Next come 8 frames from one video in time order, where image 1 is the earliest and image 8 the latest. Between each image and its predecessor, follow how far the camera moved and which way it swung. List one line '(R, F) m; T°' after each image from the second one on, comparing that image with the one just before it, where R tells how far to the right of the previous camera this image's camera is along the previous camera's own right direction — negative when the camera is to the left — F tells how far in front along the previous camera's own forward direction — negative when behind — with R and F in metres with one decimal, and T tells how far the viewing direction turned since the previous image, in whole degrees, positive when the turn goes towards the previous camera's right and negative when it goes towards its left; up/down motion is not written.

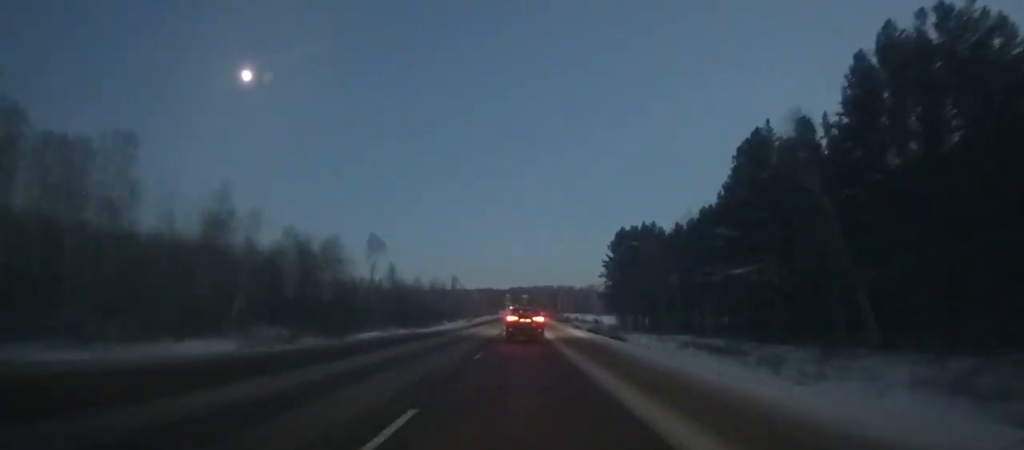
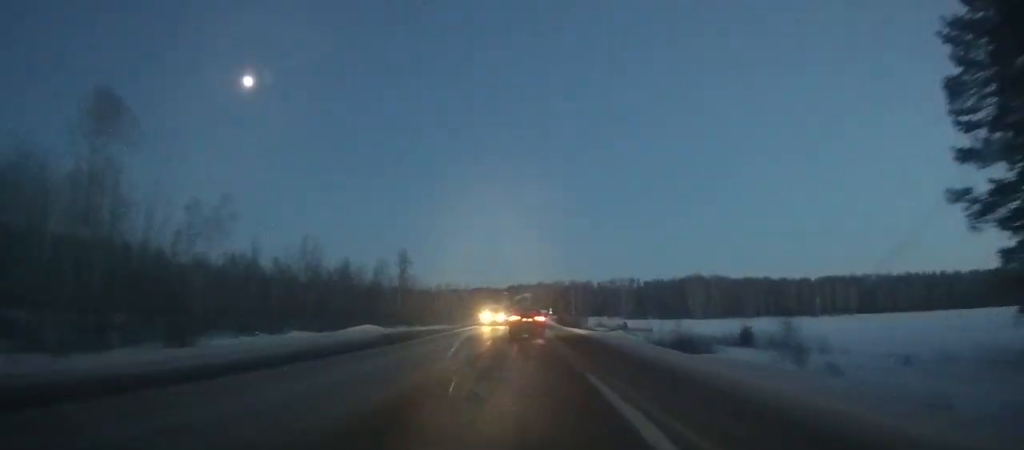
(+0.6, +125.6) m; 0°
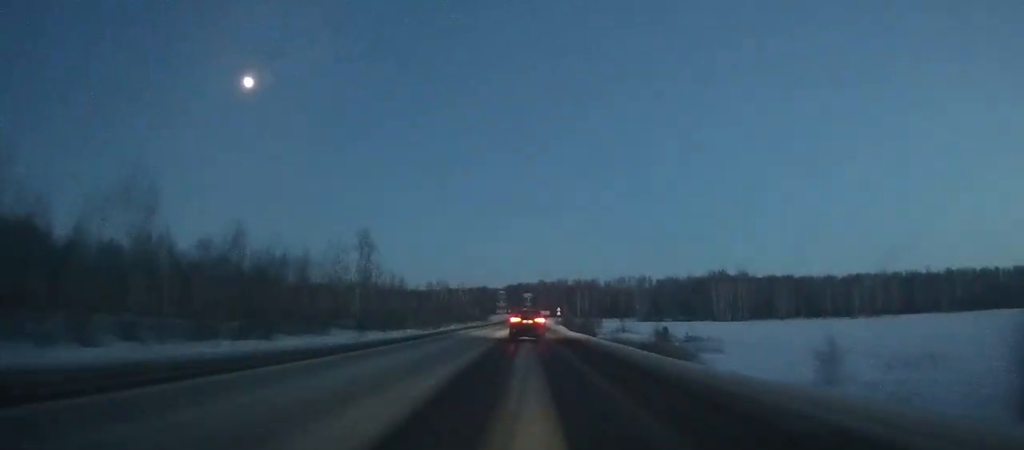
(-0.2, +40.6) m; 0°
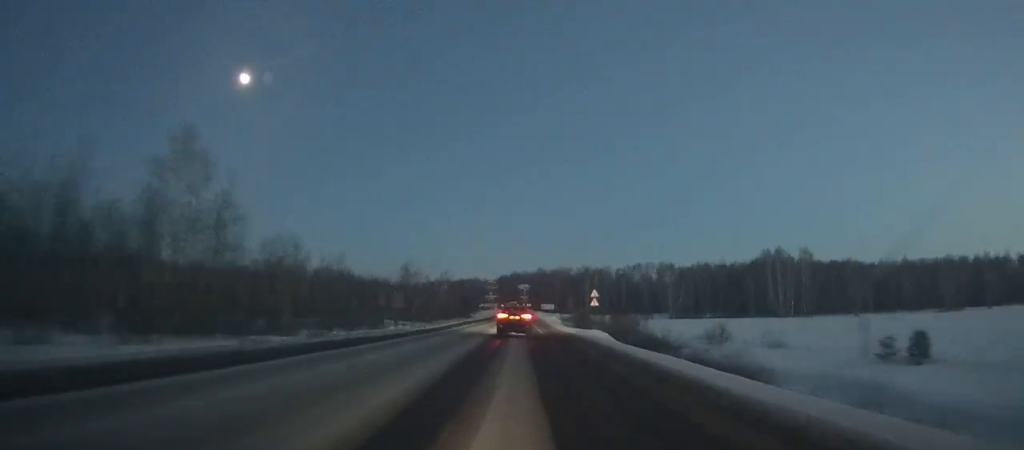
(0.0, +67.8) m; 0°
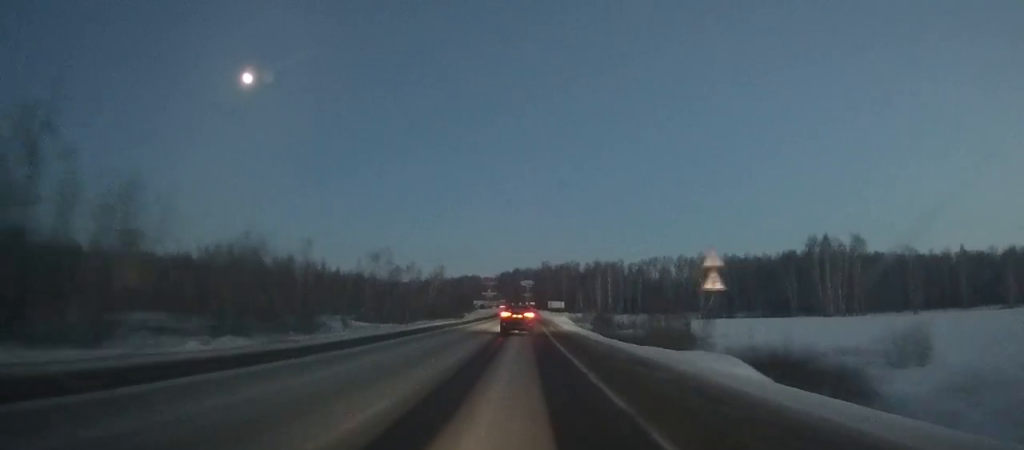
(0.0, +33.3) m; 0°
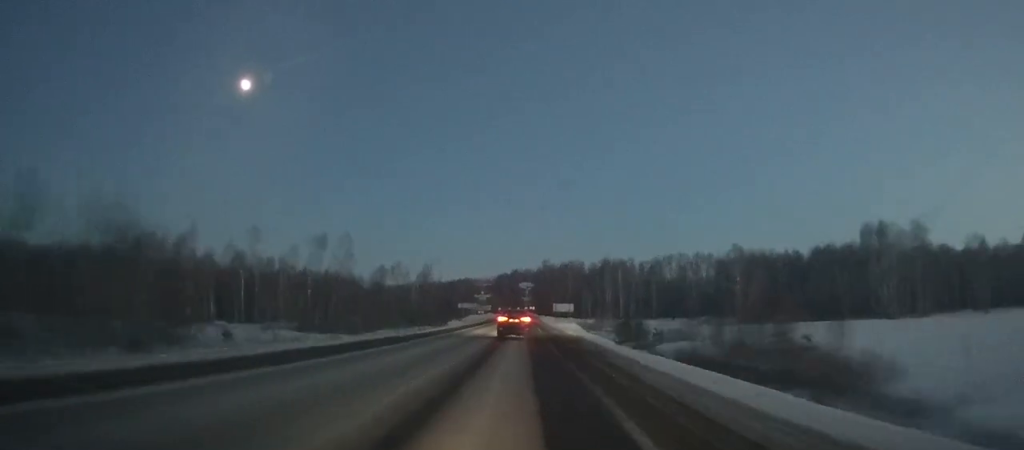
(+0.1, +31.4) m; 0°
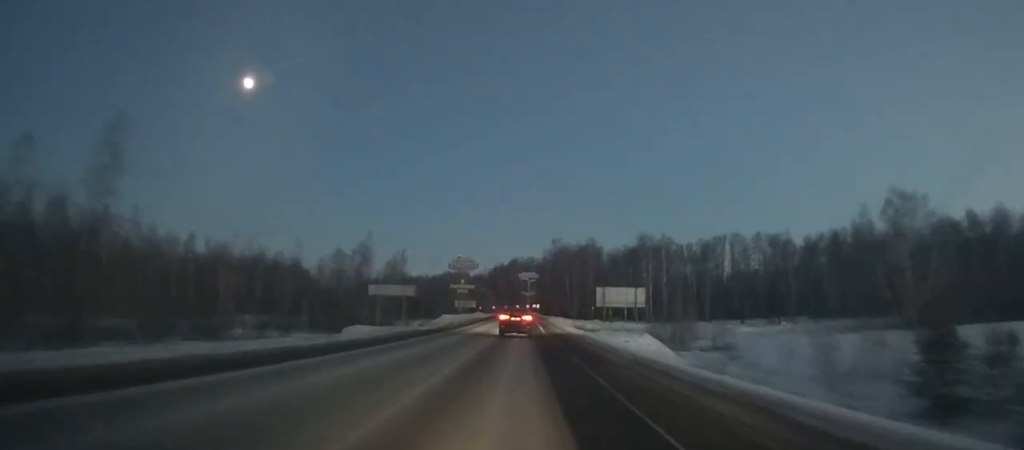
(-0.1, +65.1) m; 0°
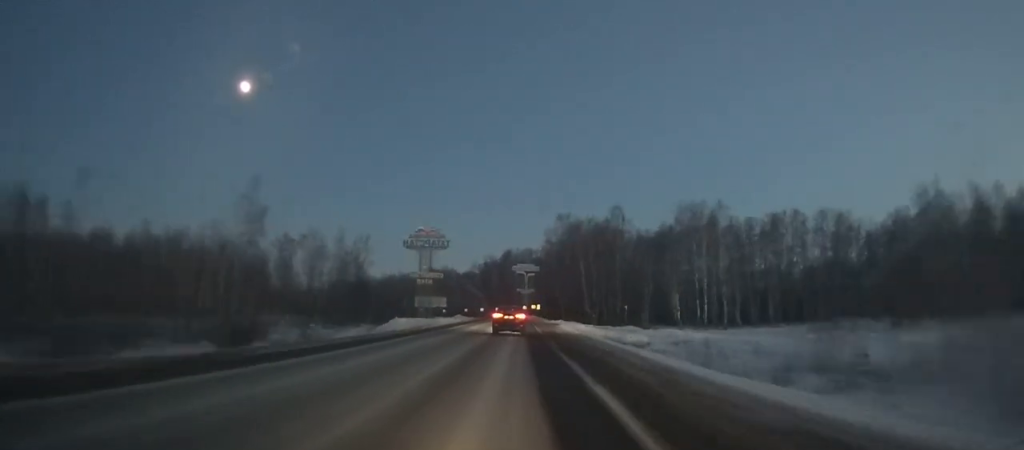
(0.0, +45.7) m; 0°
